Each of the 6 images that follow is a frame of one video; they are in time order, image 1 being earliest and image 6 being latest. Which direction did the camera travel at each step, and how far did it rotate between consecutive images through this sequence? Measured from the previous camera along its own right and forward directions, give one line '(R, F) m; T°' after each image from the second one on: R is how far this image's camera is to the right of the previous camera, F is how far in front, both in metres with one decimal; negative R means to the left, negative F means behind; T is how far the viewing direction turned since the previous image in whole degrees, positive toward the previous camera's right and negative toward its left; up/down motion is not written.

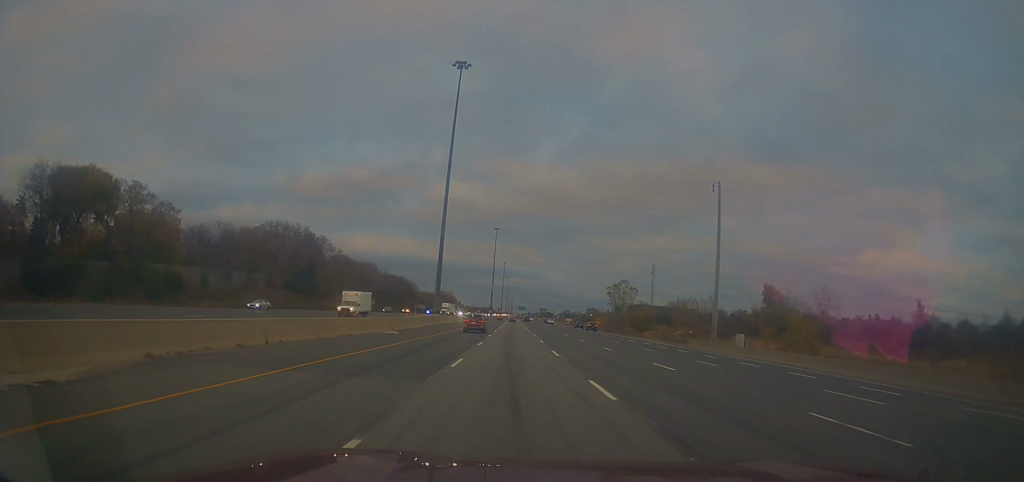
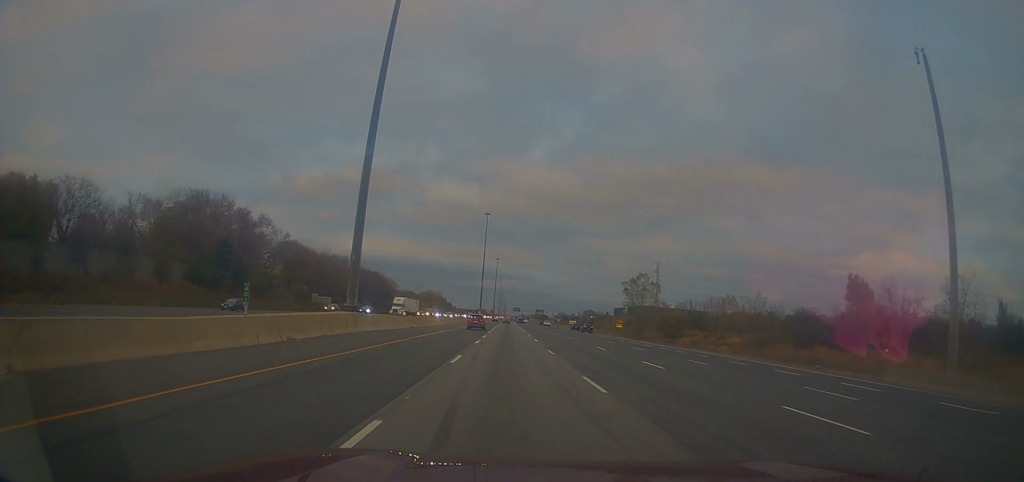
(+0.1, +37.5) m; 0°
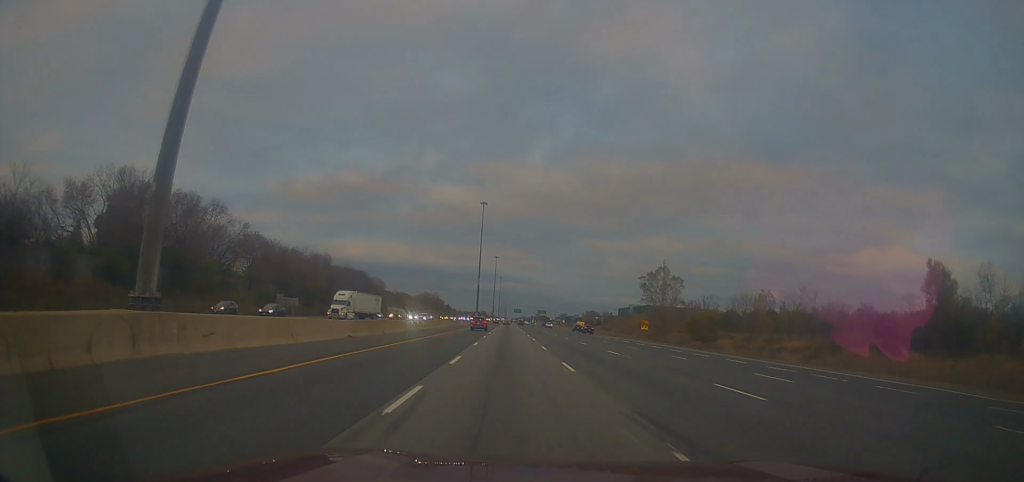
(+0.1, +21.7) m; 0°
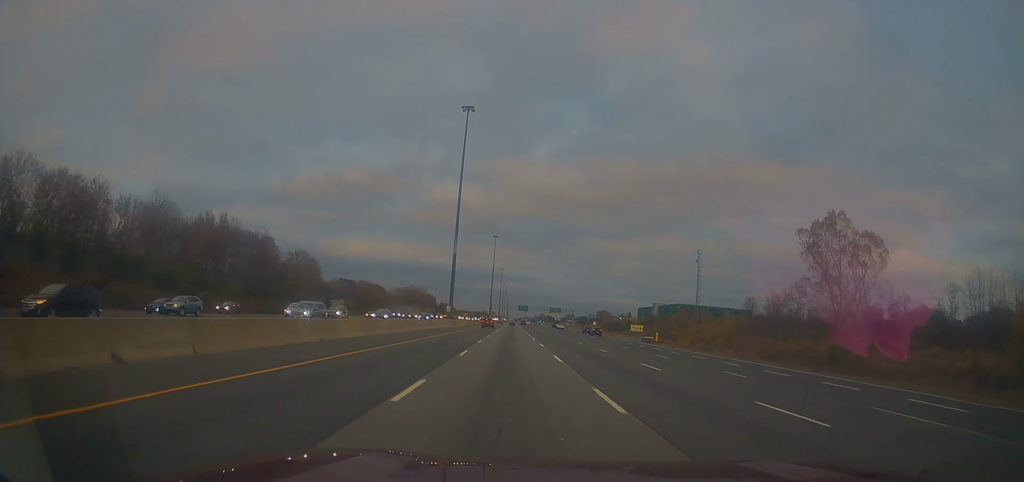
(0.0, +79.8) m; 0°
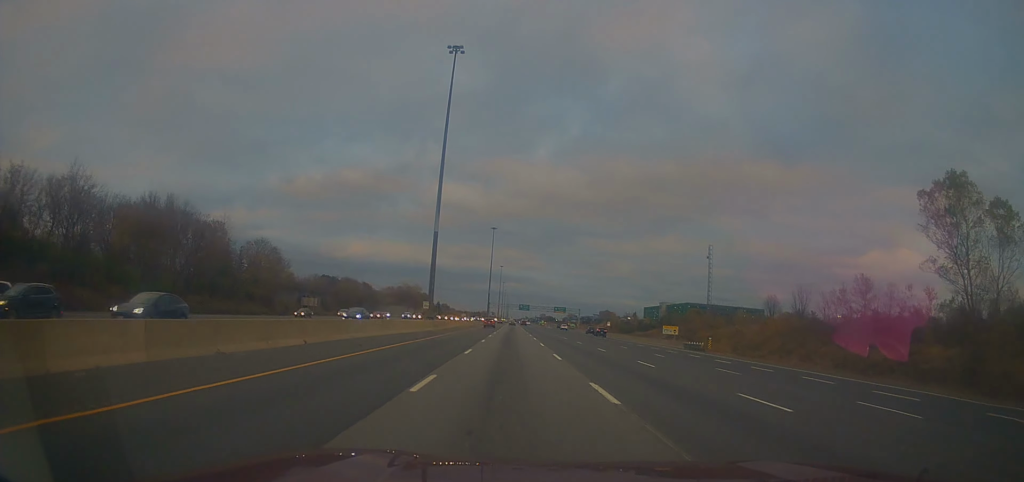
(0.0, +22.6) m; 0°
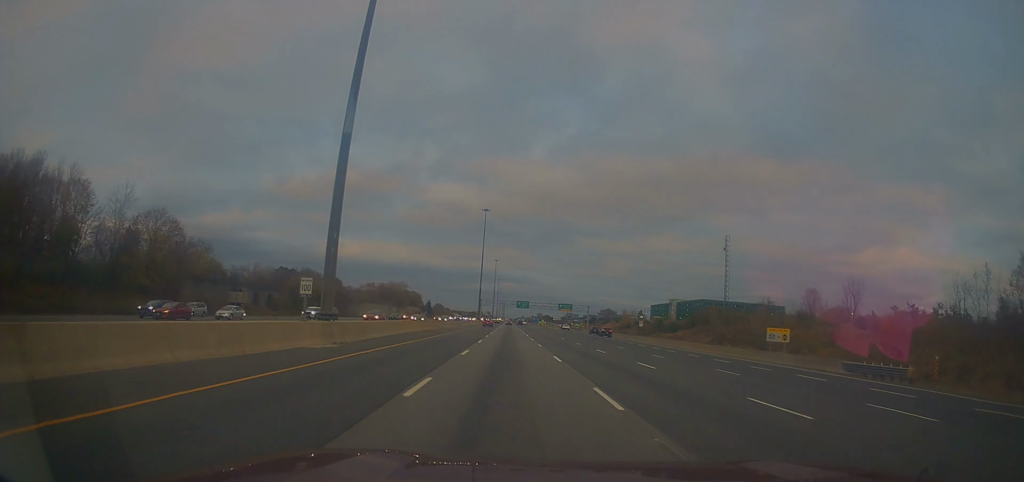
(+0.1, +36.4) m; 0°
